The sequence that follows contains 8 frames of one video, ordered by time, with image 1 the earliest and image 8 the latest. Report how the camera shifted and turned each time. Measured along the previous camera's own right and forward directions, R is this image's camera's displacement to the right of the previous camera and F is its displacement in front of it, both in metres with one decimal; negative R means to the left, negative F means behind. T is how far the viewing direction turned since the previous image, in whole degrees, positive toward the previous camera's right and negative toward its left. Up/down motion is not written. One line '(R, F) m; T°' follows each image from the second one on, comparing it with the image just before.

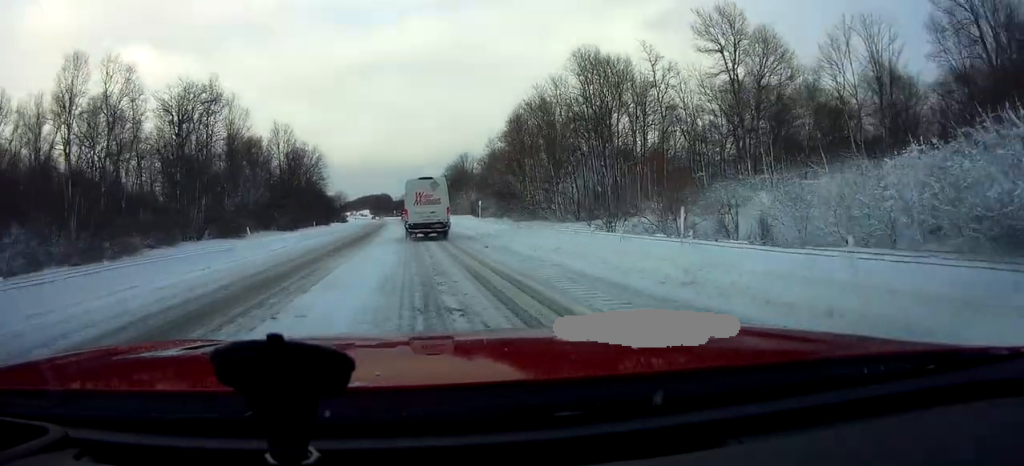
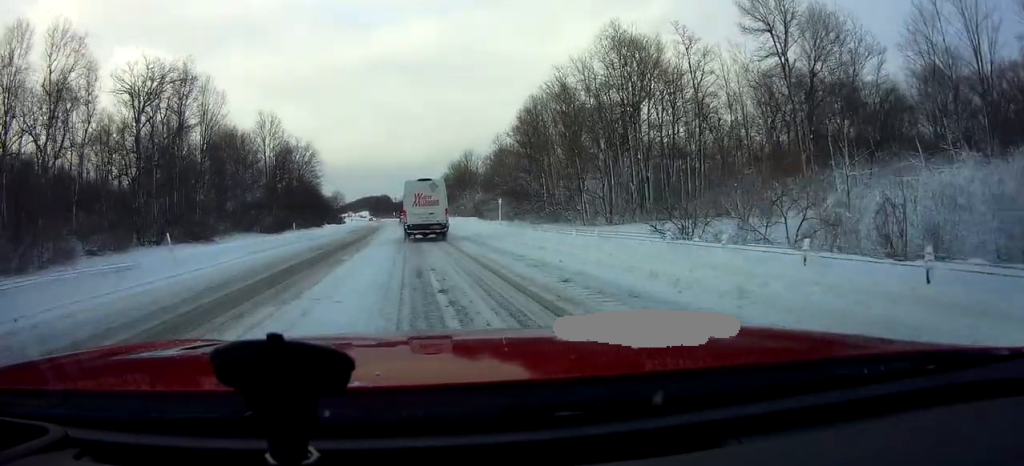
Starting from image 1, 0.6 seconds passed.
(+0.1, +9.7) m; +1°
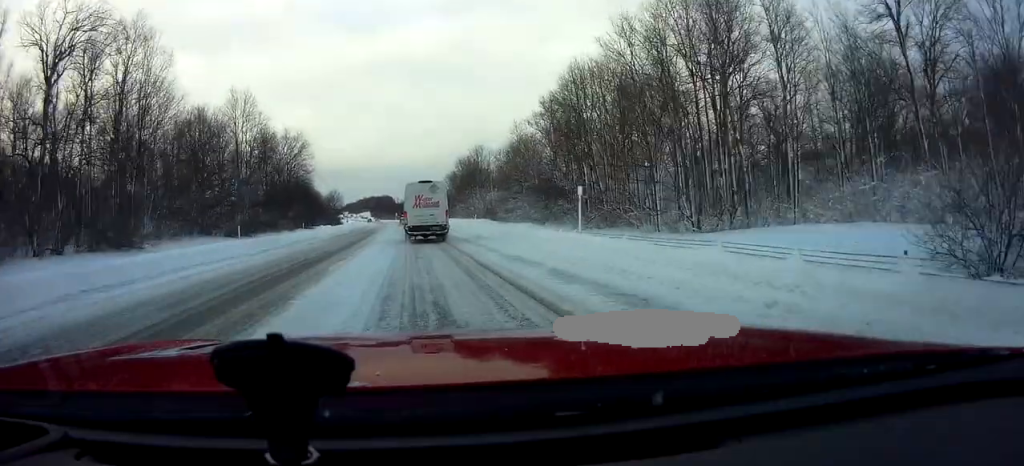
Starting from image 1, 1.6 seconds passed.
(+0.3, +15.6) m; -1°
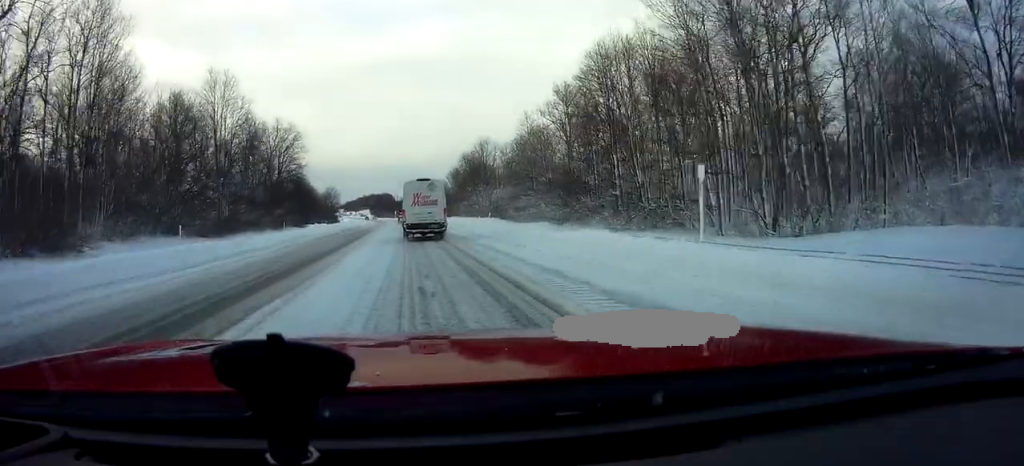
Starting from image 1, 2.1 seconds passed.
(-0.3, +8.1) m; -1°
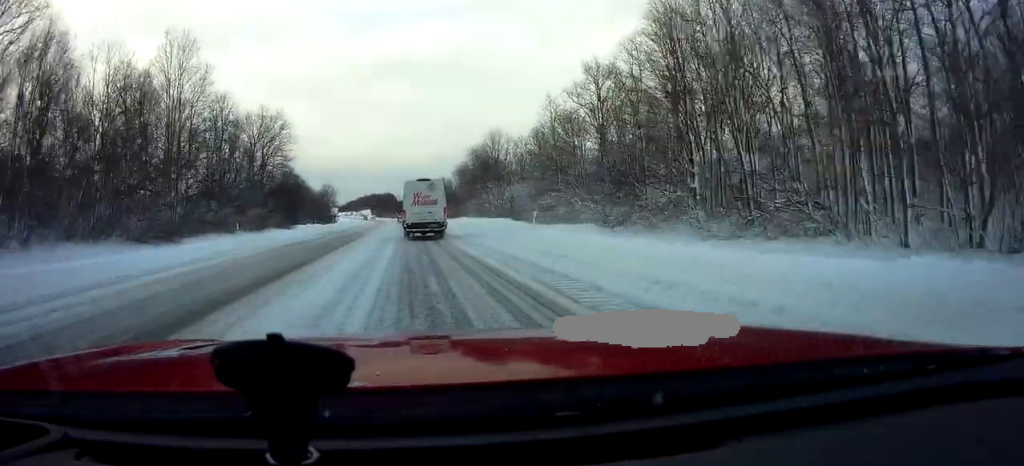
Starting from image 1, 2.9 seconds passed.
(-0.1, +13.0) m; -1°
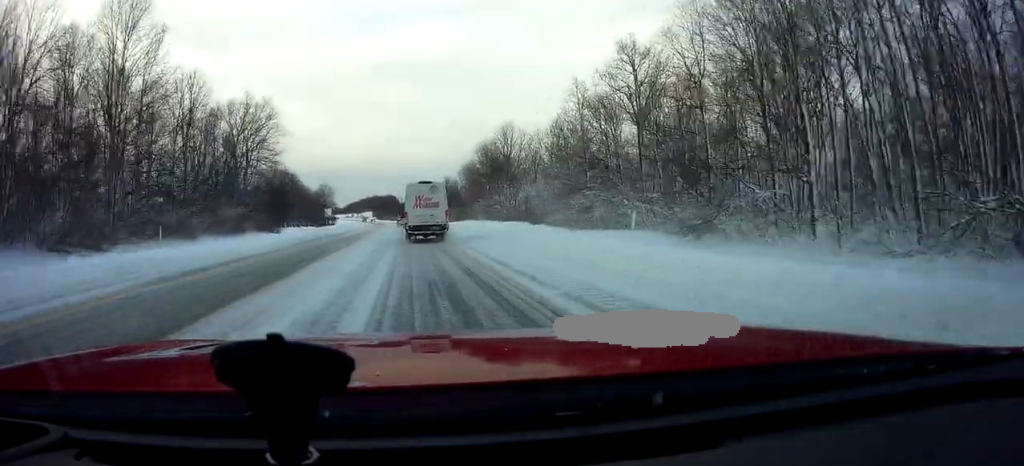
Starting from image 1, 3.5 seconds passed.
(0.0, +10.9) m; 0°
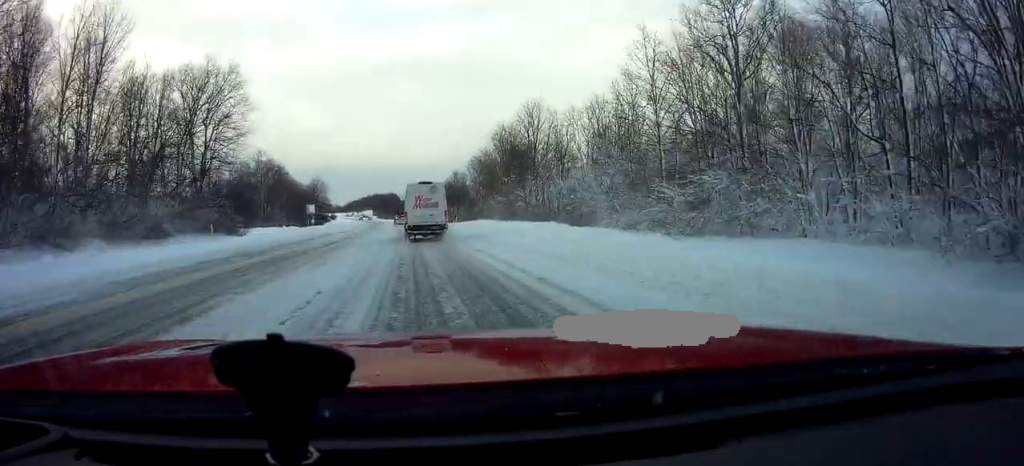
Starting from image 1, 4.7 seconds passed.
(0.0, +18.5) m; 0°
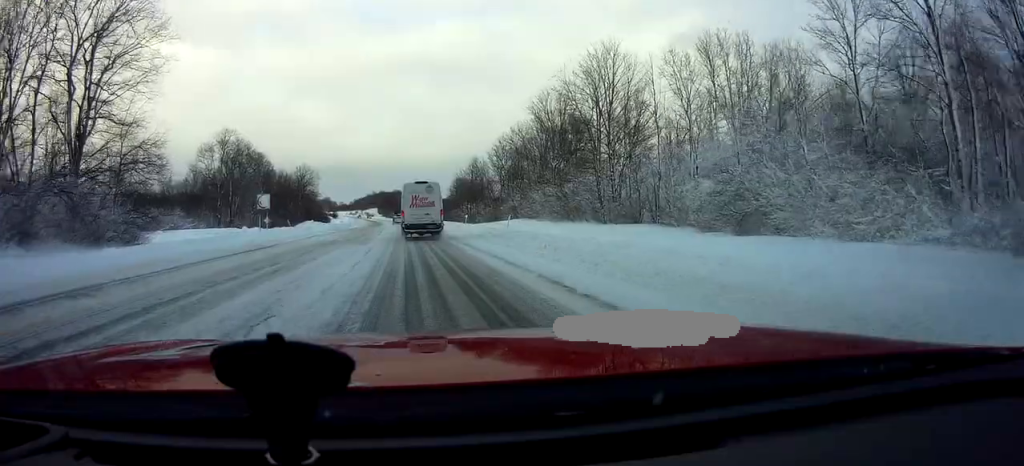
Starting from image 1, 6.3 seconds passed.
(0.0, +27.0) m; 0°
